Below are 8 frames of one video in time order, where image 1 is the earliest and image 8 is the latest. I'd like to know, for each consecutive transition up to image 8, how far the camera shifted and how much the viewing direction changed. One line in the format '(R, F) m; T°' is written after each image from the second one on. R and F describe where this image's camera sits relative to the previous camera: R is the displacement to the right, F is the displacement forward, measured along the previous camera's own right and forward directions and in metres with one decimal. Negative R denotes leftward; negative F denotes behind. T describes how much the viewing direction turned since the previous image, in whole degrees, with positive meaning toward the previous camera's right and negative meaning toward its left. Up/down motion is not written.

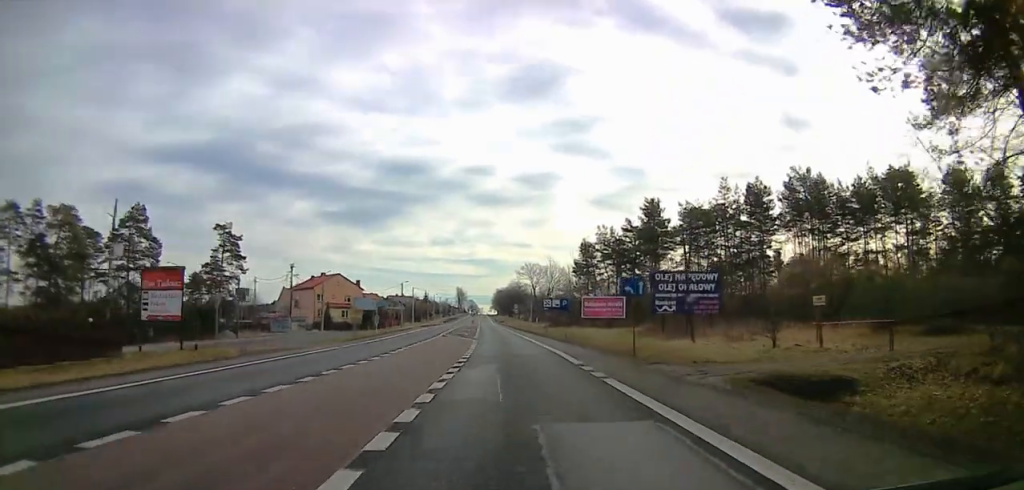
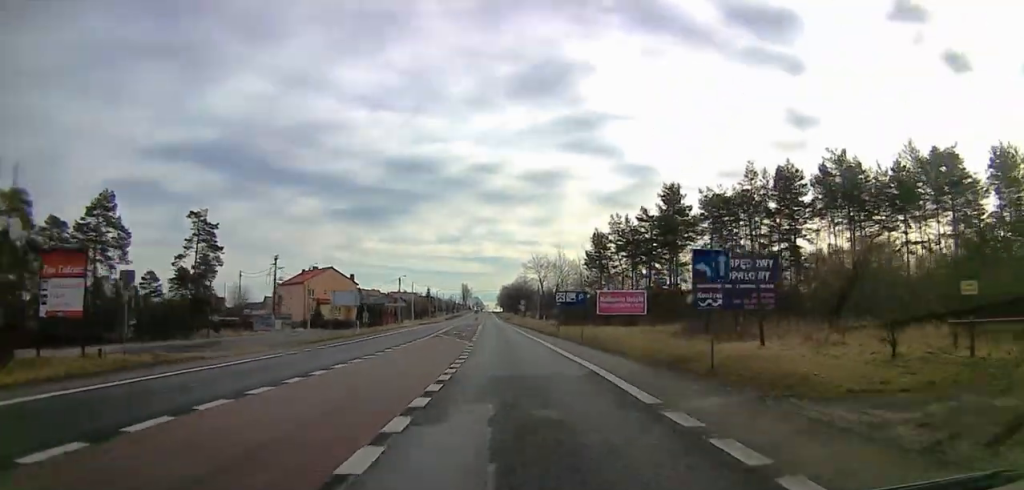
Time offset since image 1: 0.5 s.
(-0.3, +9.5) m; +1°
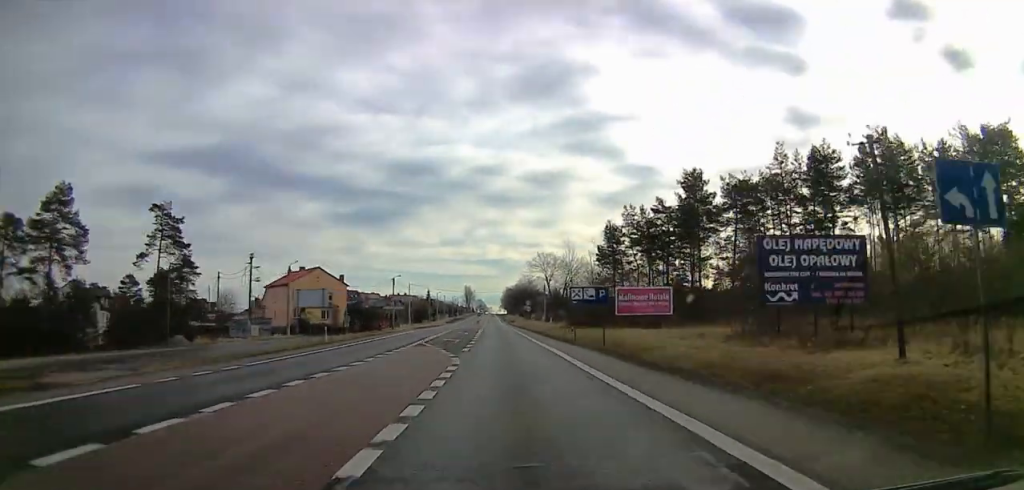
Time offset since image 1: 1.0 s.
(+0.4, +10.0) m; 0°
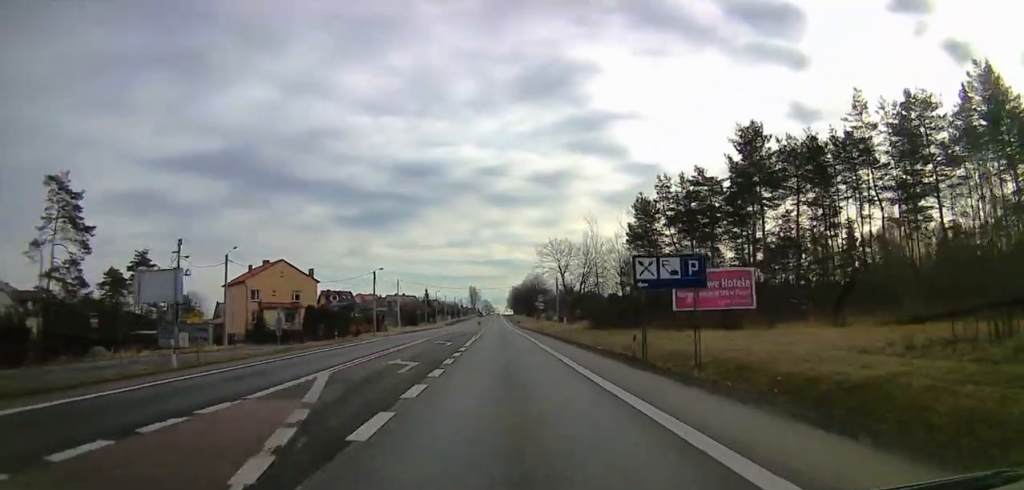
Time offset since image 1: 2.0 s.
(+0.1, +20.5) m; -1°
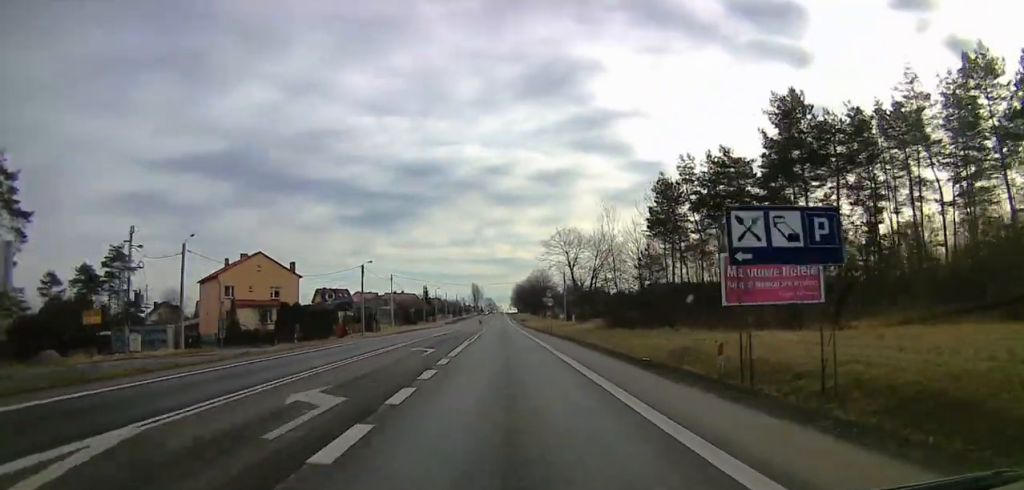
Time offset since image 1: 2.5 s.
(-0.2, +9.1) m; -1°
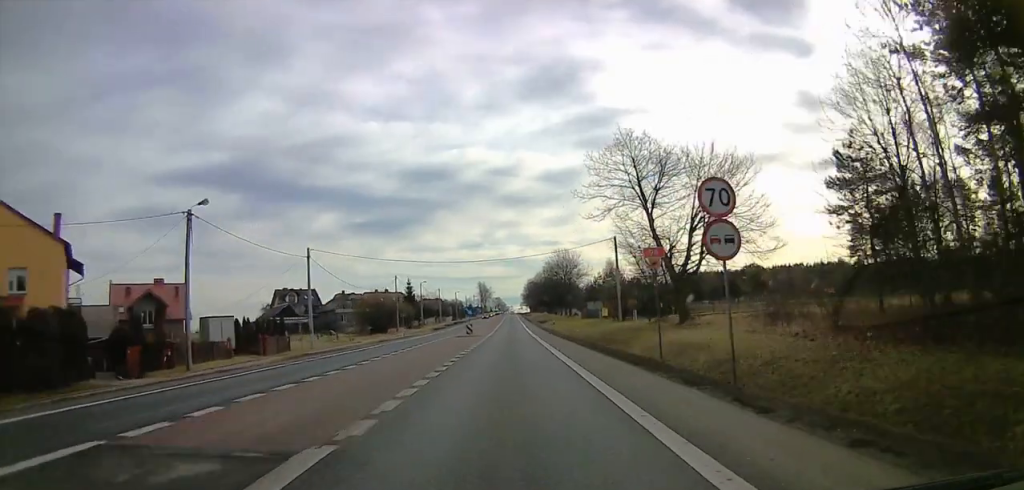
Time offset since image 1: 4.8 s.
(-0.9, +46.0) m; -1°
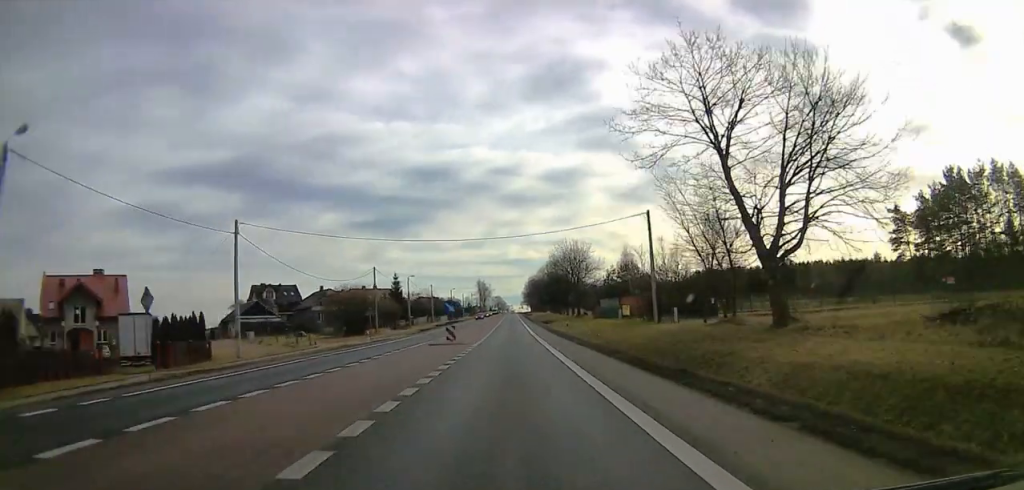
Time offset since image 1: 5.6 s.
(+0.2, +15.5) m; 0°
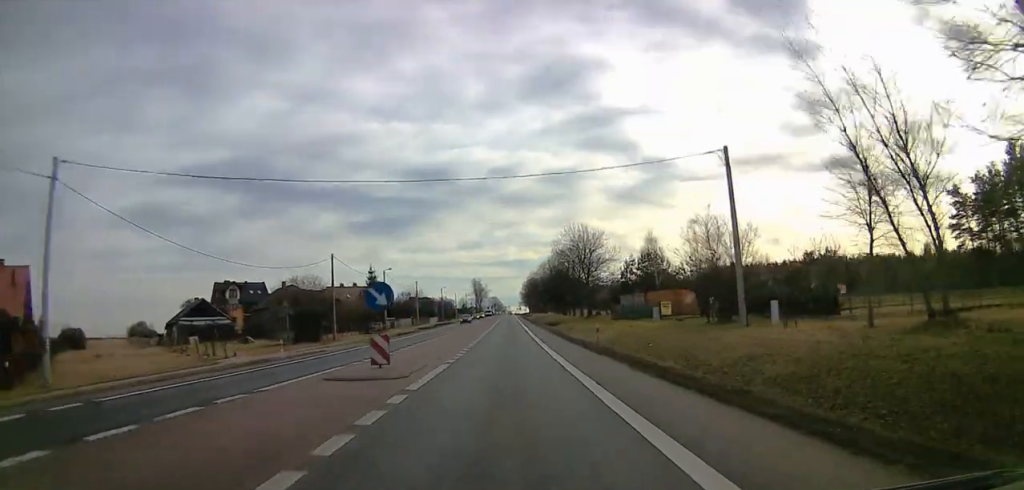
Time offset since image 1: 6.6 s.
(0.0, +18.9) m; 0°
